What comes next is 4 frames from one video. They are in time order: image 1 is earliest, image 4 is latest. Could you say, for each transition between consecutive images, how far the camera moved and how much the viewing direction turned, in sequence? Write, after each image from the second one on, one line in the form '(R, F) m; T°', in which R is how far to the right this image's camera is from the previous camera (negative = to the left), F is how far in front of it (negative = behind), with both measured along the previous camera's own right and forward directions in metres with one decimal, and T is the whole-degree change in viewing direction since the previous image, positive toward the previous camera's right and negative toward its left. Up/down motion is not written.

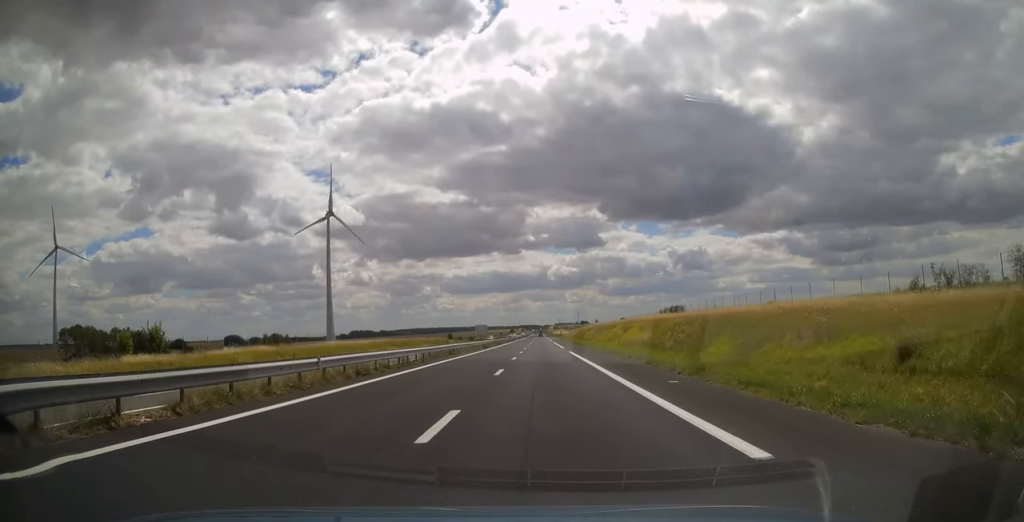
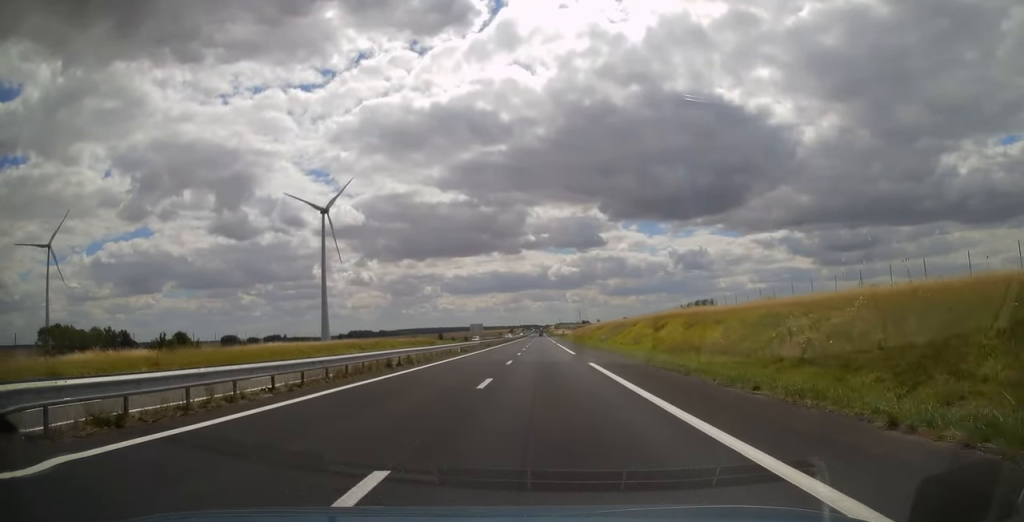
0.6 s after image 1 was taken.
(0.0, +17.6) m; 0°
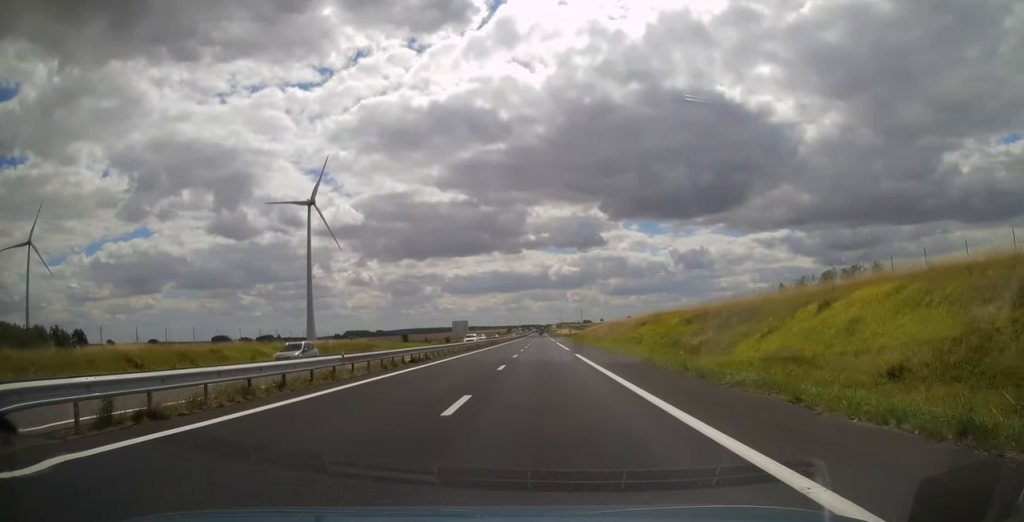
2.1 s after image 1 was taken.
(0.0, +43.2) m; 0°
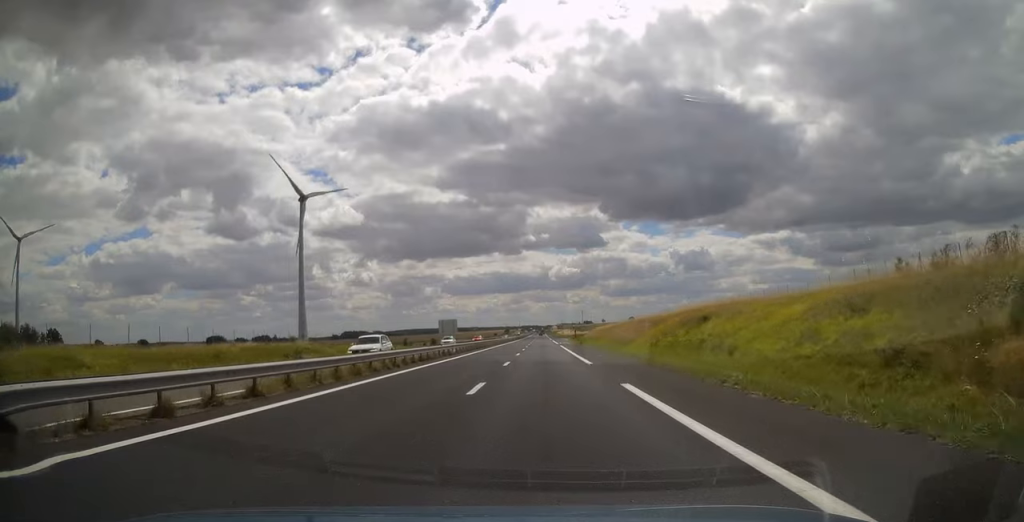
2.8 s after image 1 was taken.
(0.0, +21.5) m; 0°
